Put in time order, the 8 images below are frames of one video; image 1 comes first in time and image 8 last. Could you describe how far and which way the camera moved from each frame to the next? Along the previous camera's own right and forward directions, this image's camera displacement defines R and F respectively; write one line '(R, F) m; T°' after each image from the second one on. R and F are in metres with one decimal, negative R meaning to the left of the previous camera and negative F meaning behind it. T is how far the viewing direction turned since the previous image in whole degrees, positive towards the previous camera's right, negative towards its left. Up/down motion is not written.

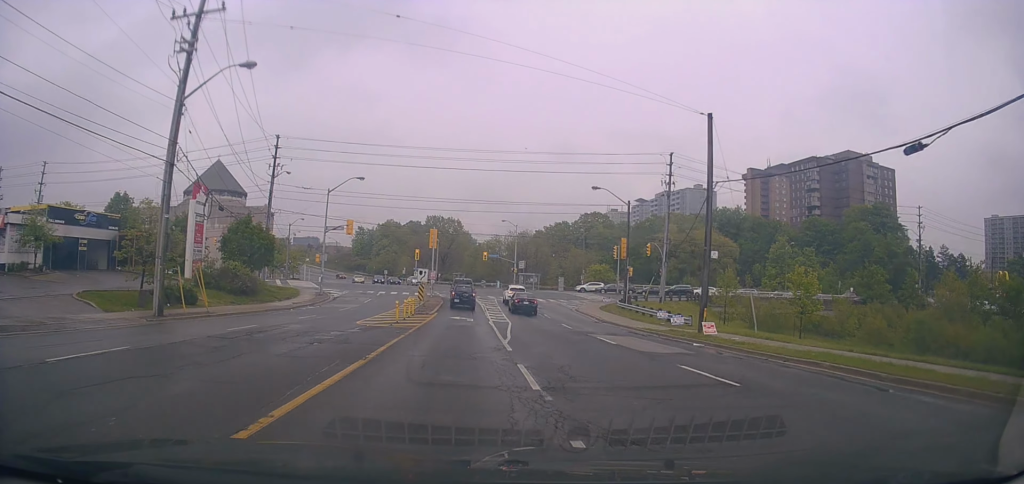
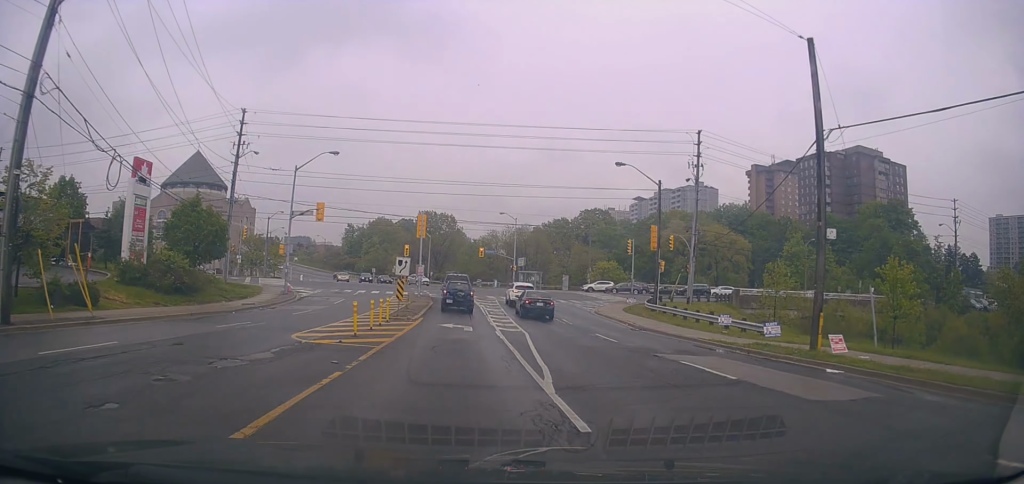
(+0.1, +9.4) m; 0°
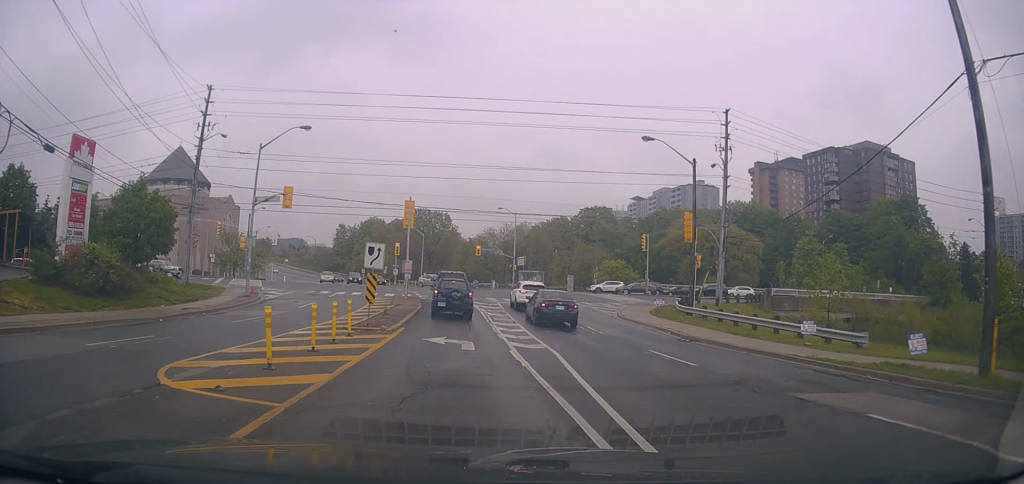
(-0.2, +7.2) m; 0°
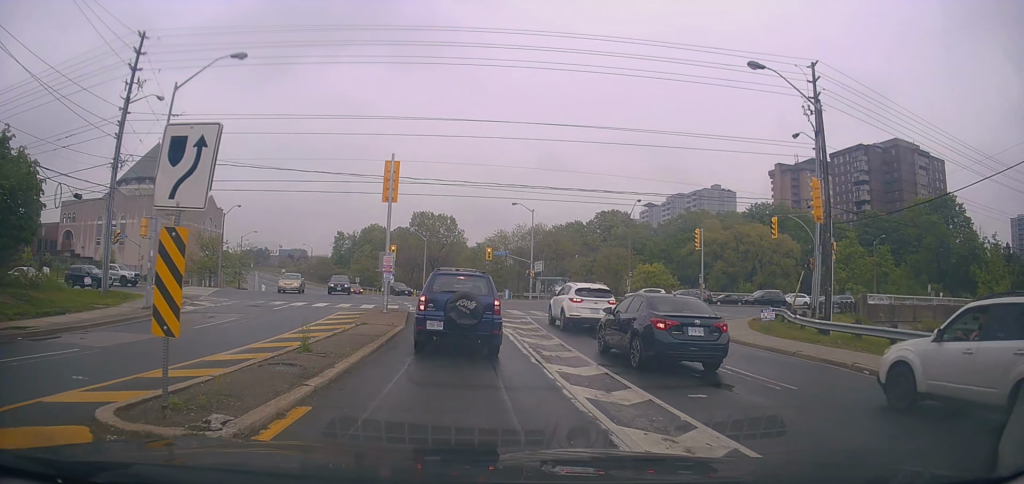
(-0.1, +13.3) m; -2°
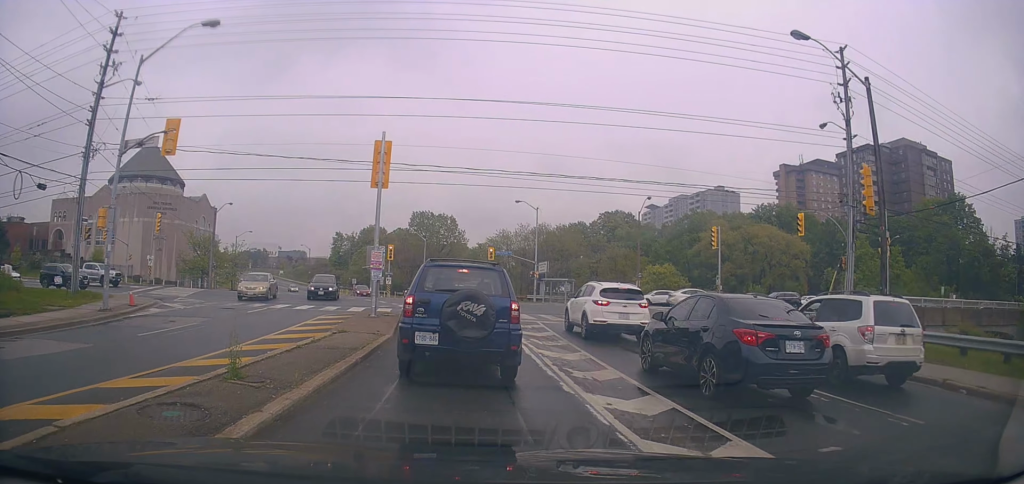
(0.0, +3.6) m; +5°
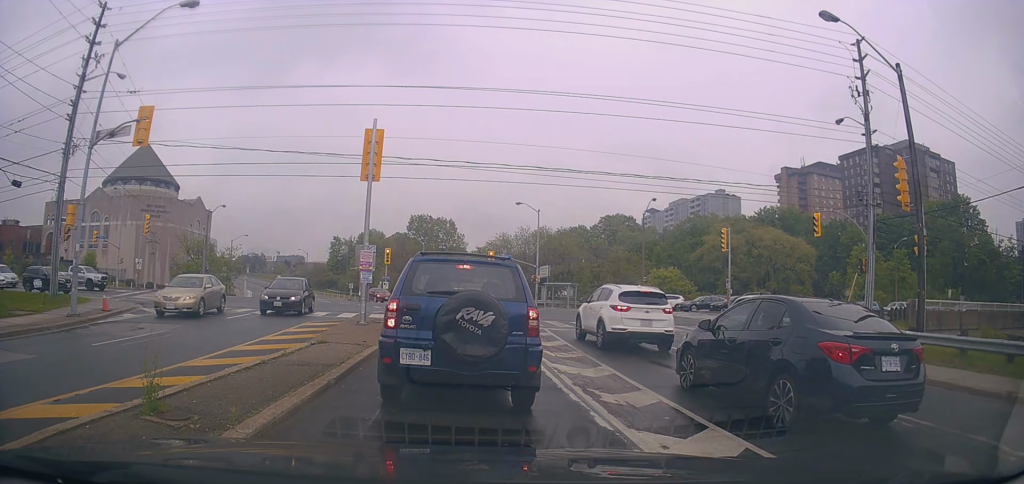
(+0.3, +2.5) m; +3°
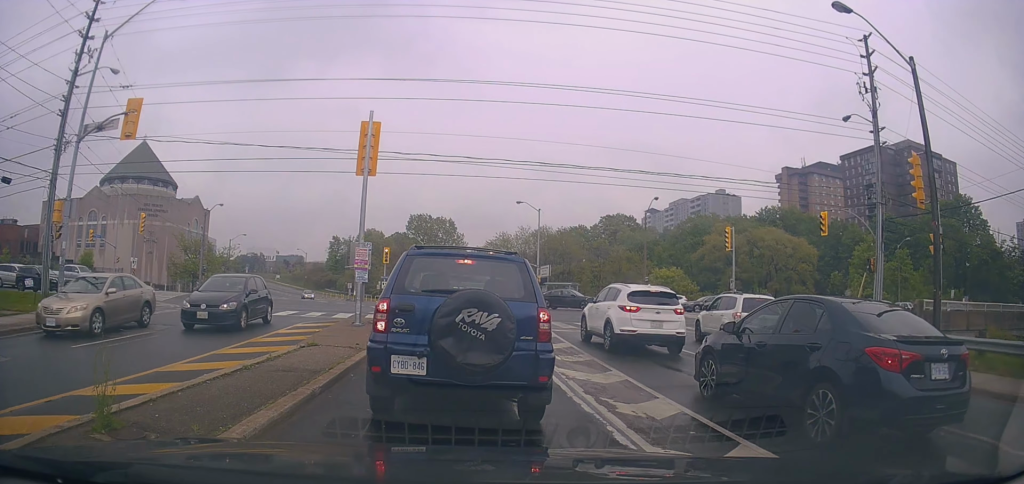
(+0.2, +0.9) m; 0°
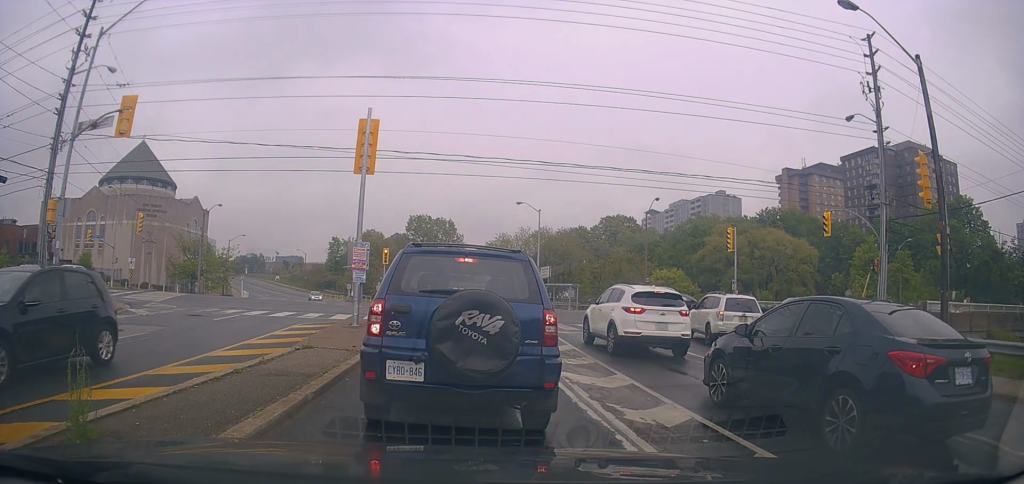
(+0.1, +0.4) m; 0°
